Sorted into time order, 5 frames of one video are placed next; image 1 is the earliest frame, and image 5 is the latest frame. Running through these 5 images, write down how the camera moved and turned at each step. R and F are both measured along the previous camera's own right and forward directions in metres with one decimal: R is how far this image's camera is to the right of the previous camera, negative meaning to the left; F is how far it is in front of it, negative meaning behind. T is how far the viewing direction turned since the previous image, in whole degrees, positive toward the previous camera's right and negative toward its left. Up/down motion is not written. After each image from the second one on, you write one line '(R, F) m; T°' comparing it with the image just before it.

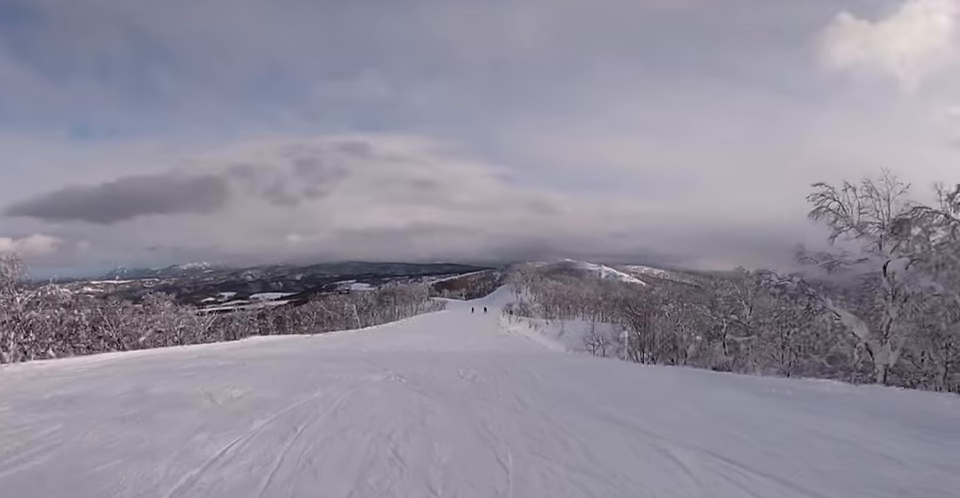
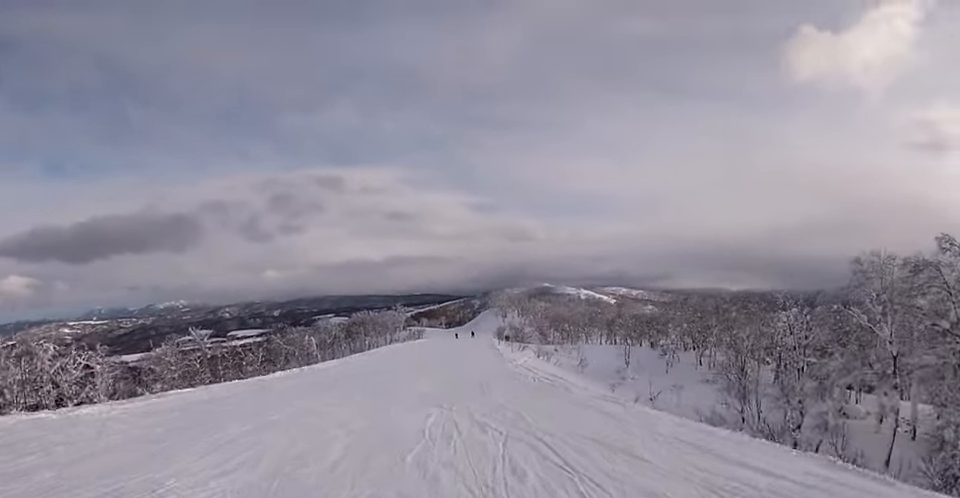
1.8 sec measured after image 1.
(-0.5, +23.2) m; -3°
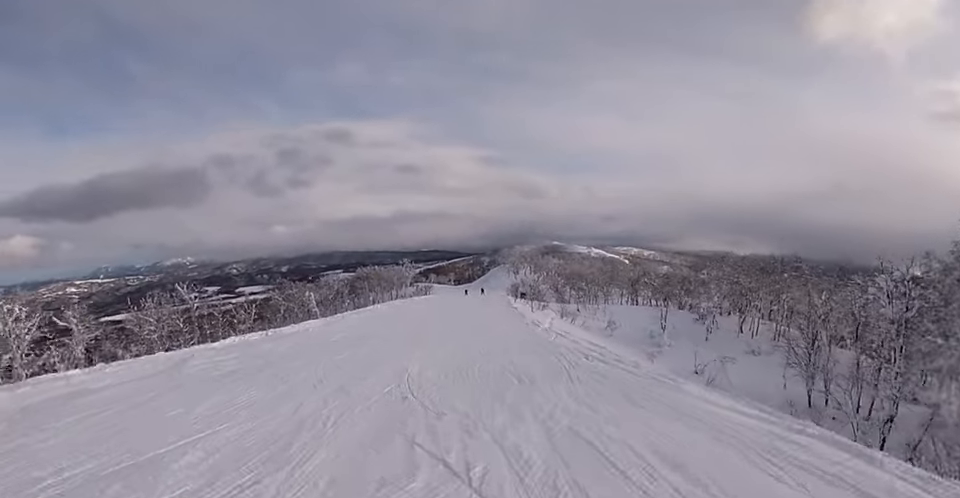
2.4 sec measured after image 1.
(-0.1, +7.5) m; 0°
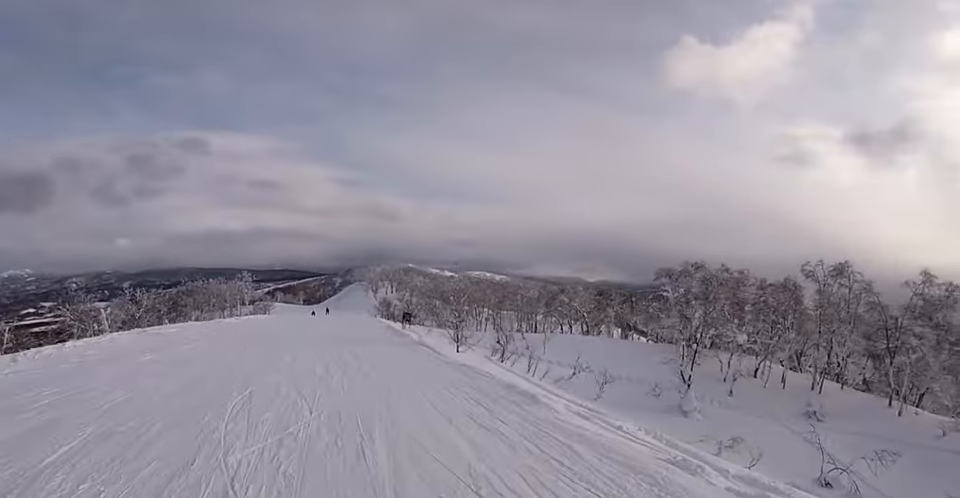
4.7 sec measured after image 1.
(+2.3, +25.6) m; +8°
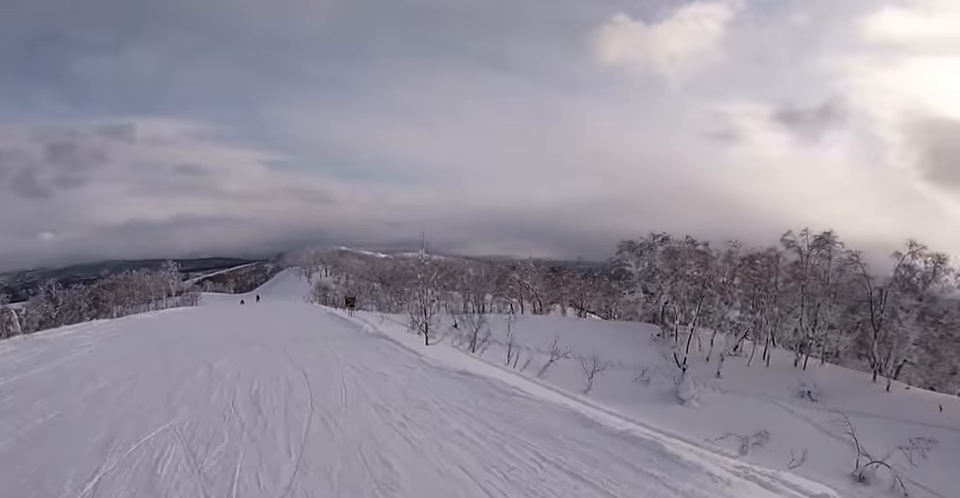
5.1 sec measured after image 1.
(-0.1, +4.7) m; 0°
